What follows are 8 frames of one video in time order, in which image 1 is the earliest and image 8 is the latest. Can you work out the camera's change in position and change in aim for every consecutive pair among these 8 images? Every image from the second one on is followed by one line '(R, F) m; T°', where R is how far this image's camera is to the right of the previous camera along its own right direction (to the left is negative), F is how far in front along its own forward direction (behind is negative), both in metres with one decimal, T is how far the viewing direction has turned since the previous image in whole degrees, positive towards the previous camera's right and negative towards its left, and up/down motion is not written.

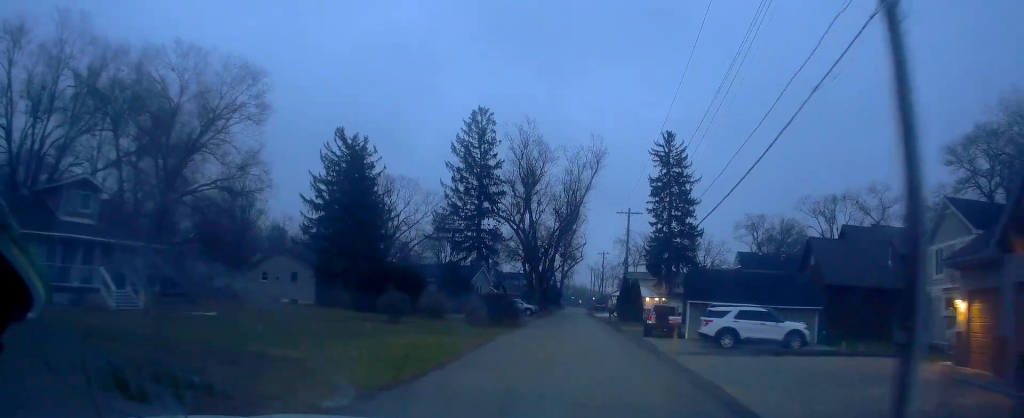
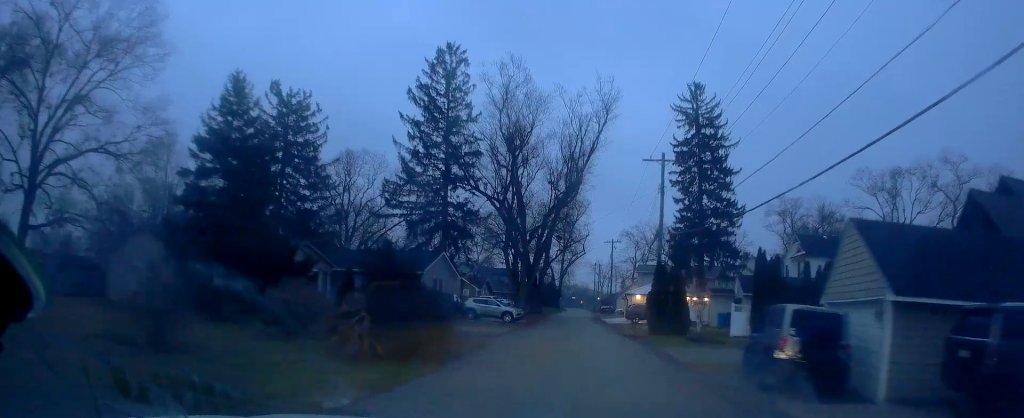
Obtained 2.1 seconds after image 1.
(-1.2, +20.7) m; -6°
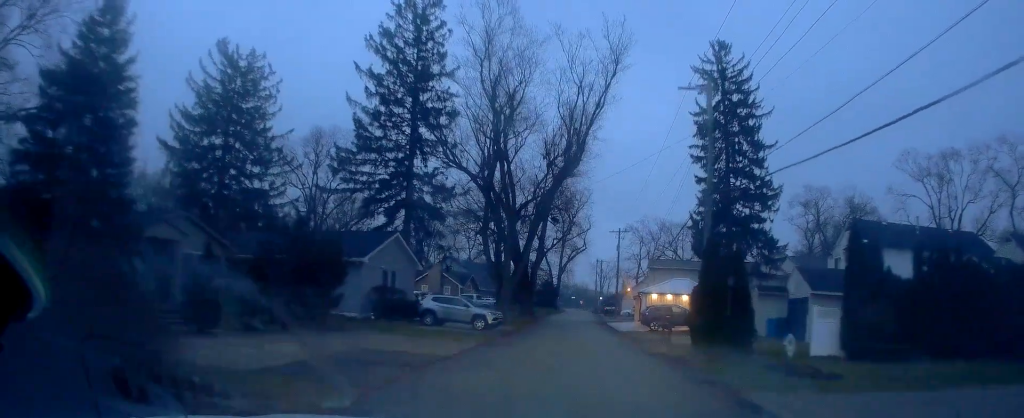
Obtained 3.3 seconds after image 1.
(+0.8, +12.3) m; +4°
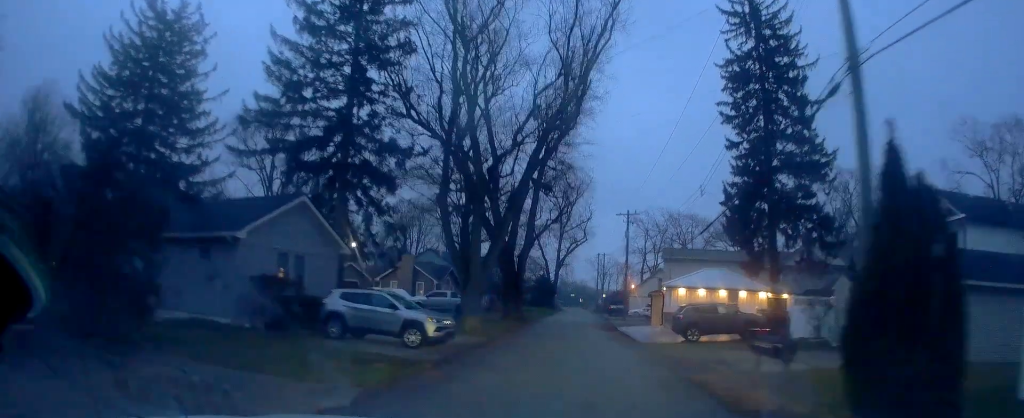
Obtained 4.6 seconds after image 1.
(-0.1, +12.7) m; +2°
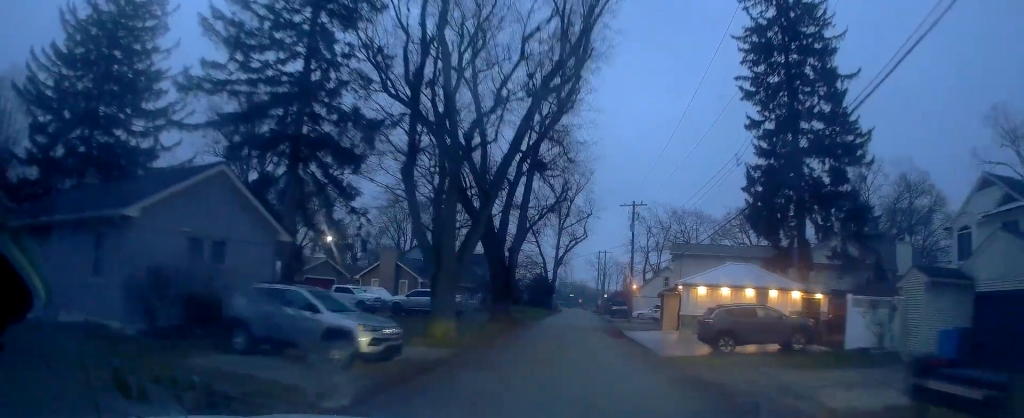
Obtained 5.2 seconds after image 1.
(+0.1, +6.0) m; 0°
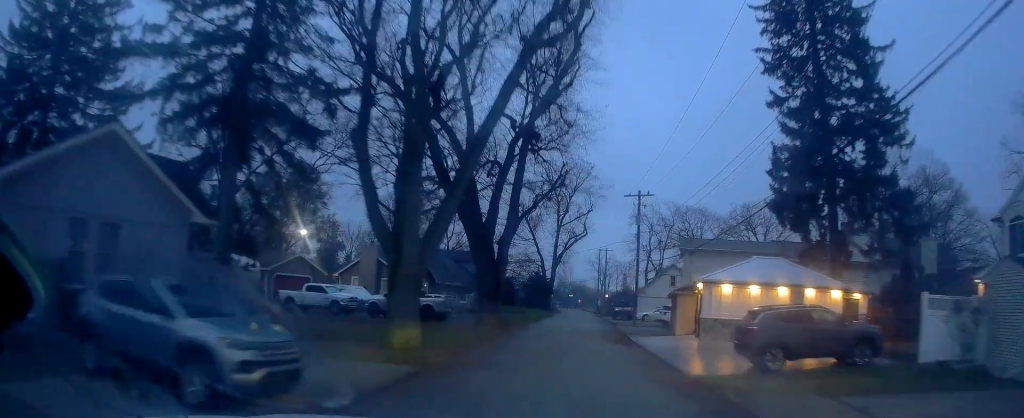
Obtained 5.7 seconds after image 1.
(+0.5, +5.3) m; -2°
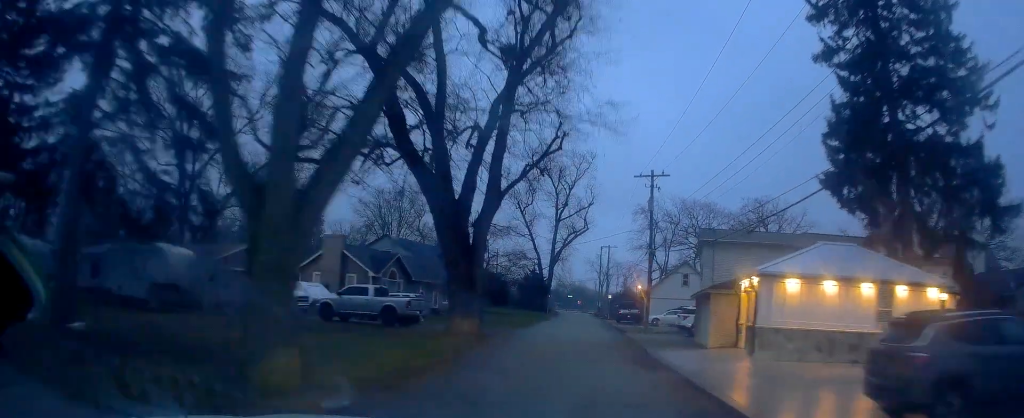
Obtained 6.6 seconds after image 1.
(-0.8, +8.3) m; -1°
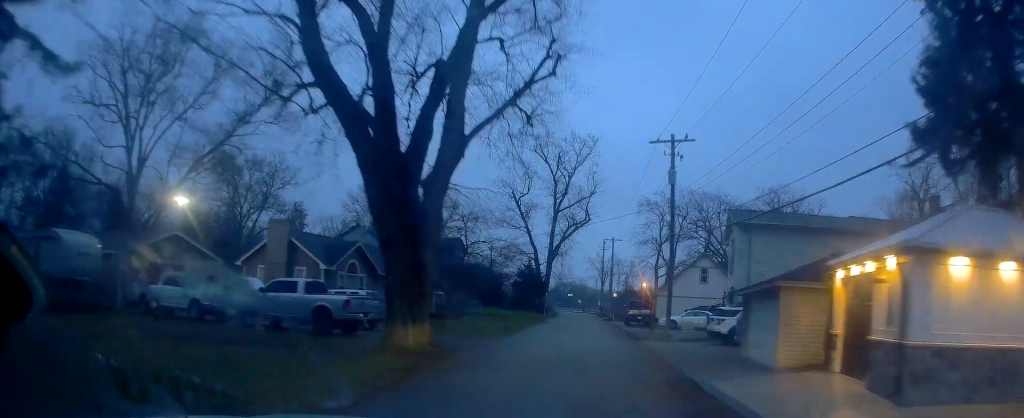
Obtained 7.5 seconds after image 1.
(+0.4, +8.5) m; +3°
